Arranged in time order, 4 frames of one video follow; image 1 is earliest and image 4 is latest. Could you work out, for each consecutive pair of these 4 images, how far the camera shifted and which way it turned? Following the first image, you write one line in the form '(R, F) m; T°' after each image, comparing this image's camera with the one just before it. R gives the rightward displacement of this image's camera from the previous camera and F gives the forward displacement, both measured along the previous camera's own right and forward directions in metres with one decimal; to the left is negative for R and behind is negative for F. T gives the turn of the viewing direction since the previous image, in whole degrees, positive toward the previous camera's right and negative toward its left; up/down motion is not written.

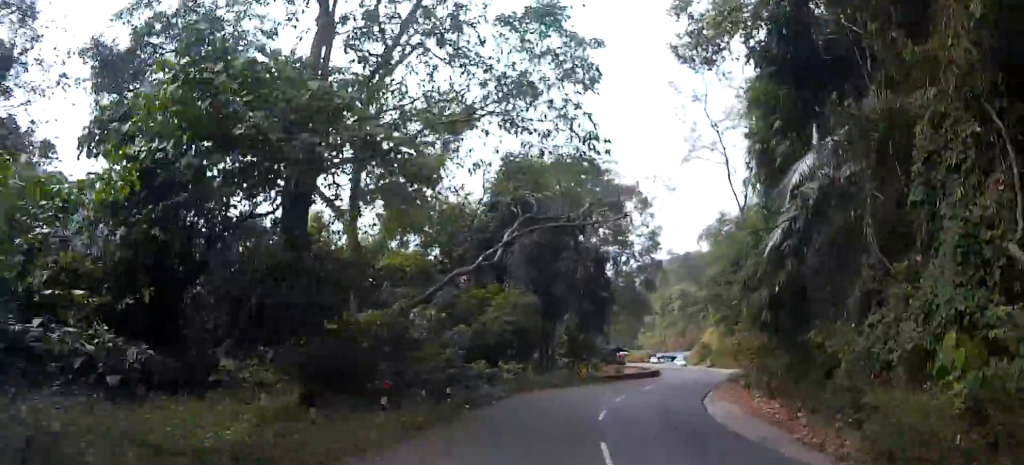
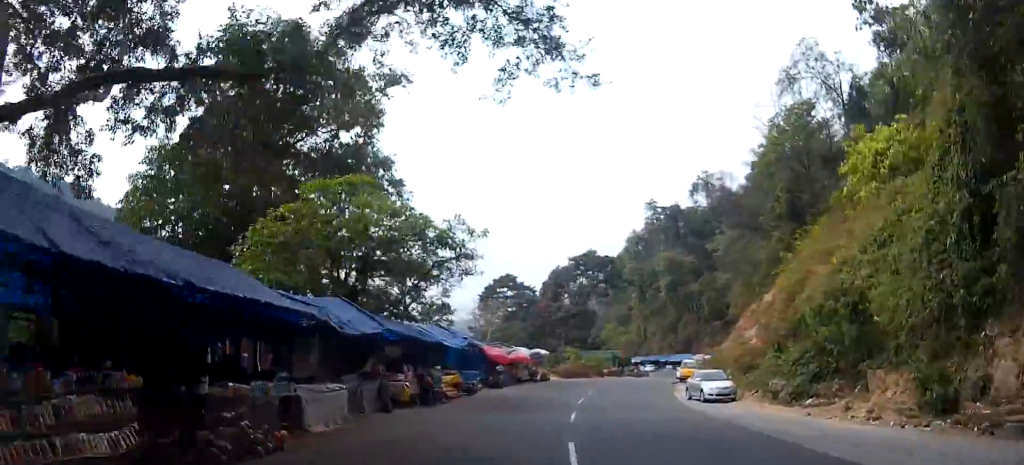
(+3.7, +77.3) m; -1°
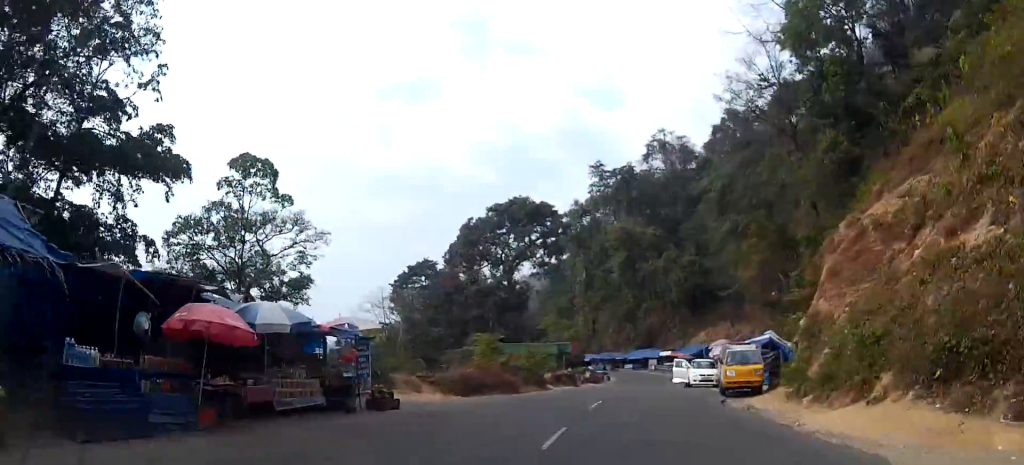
(+0.6, +30.0) m; +7°
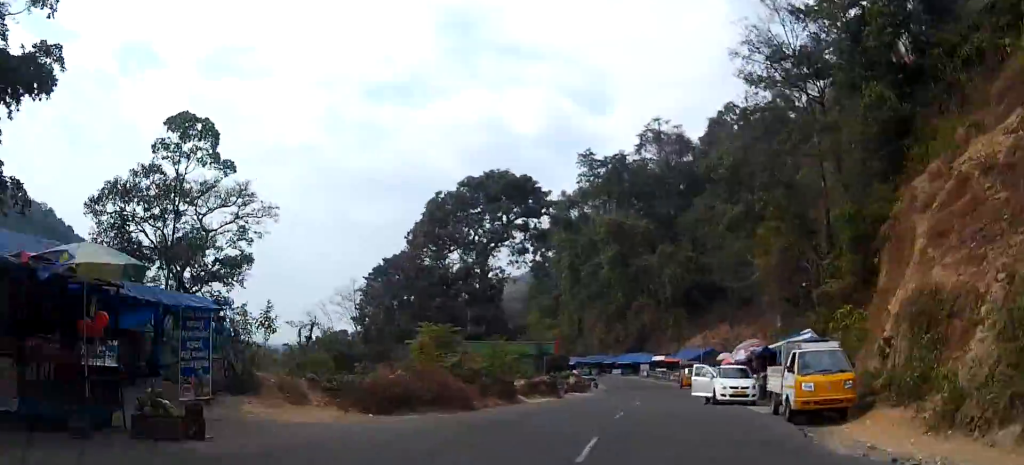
(+0.6, +8.8) m; +3°
